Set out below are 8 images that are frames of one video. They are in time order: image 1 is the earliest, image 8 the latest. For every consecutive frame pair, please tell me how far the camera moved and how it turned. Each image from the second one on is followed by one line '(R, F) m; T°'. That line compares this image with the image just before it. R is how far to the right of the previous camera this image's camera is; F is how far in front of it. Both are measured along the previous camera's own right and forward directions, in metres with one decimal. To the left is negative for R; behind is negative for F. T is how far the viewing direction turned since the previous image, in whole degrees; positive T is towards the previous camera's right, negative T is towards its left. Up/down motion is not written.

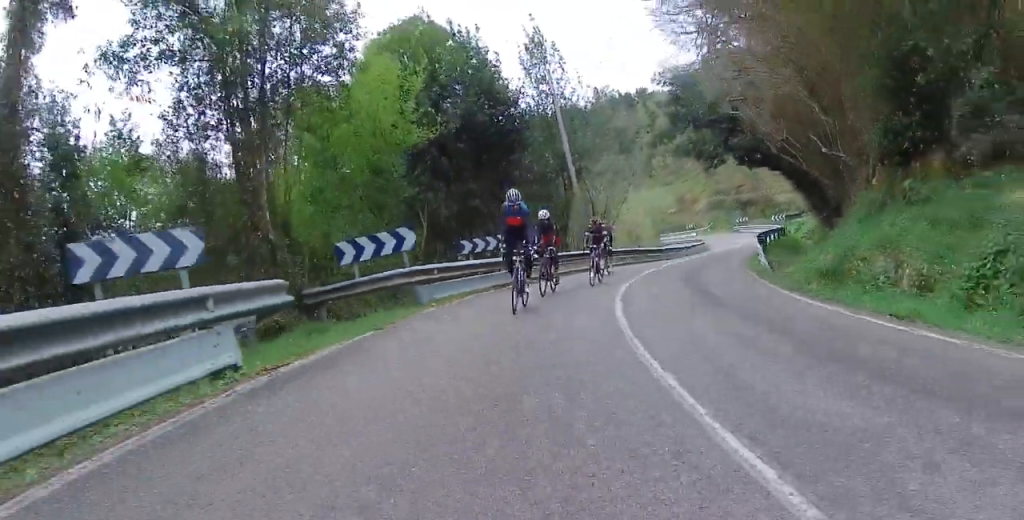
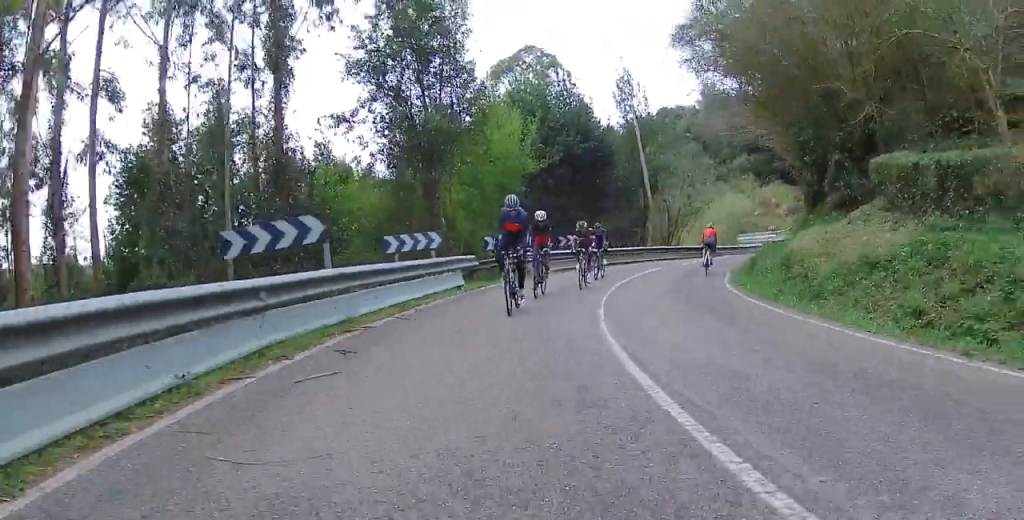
(-1.0, +8.4) m; -14°
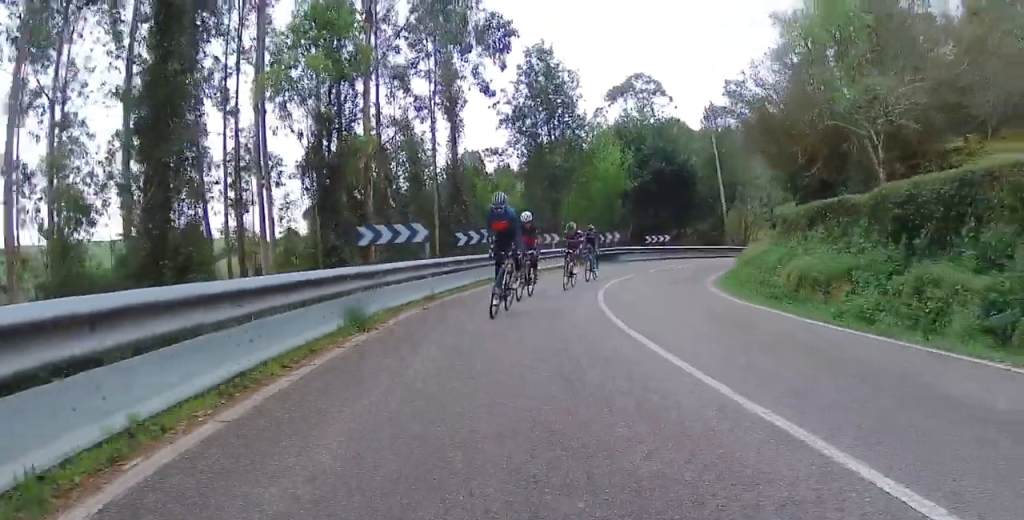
(-1.3, +9.5) m; -13°
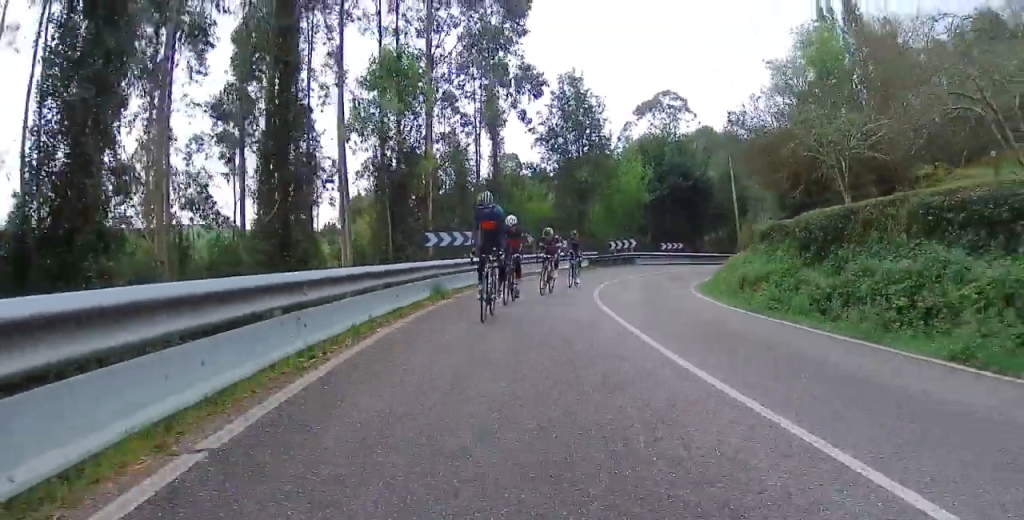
(-0.2, +4.3) m; -3°
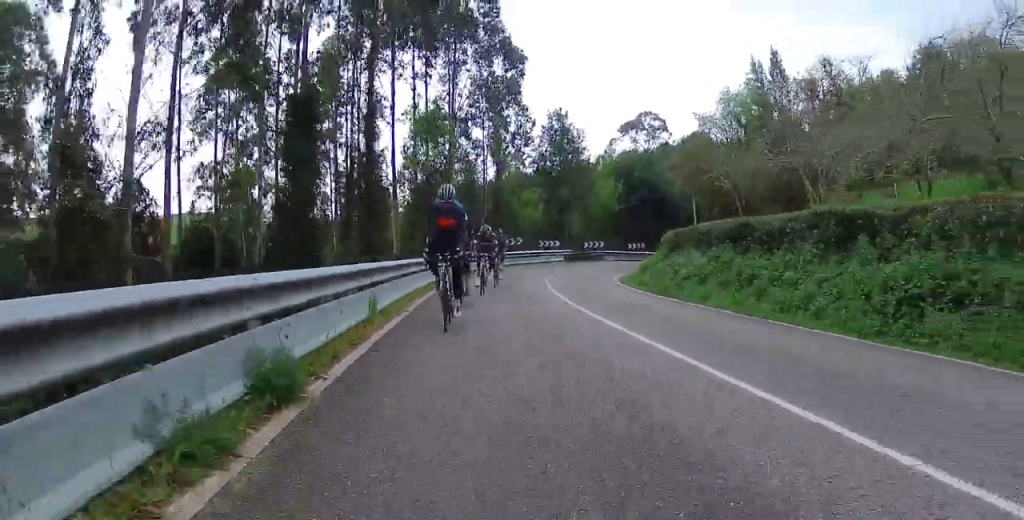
(-0.3, +9.9) m; -3°
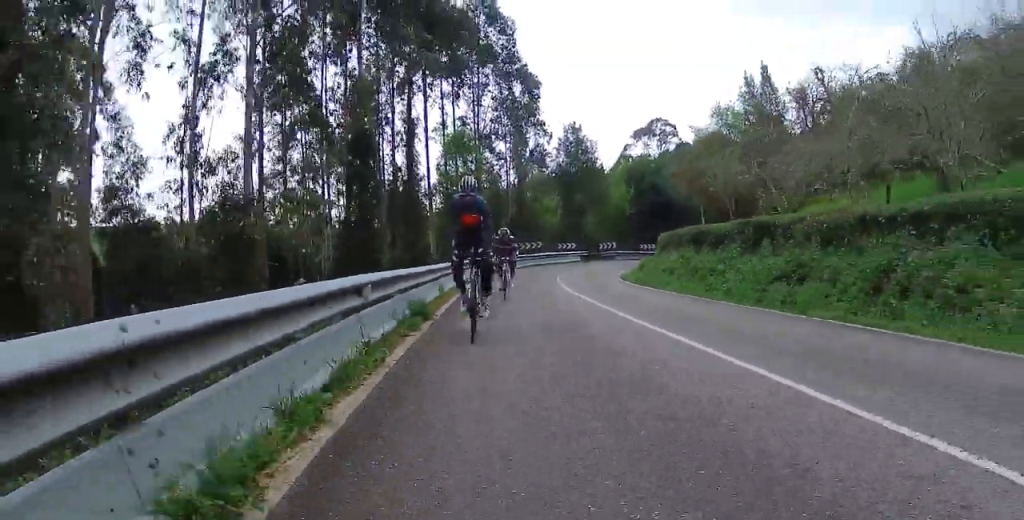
(0.0, +5.4) m; -1°
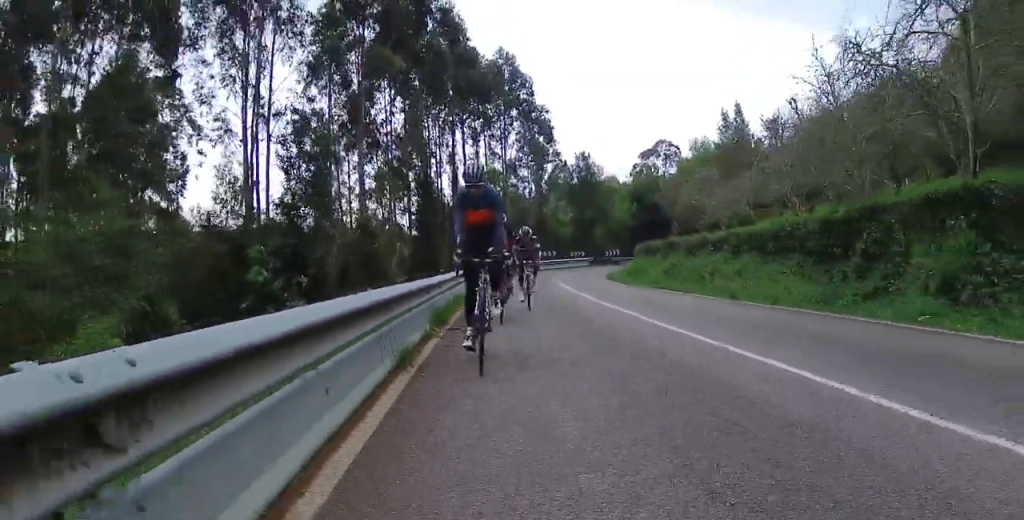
(-0.2, +12.0) m; -3°
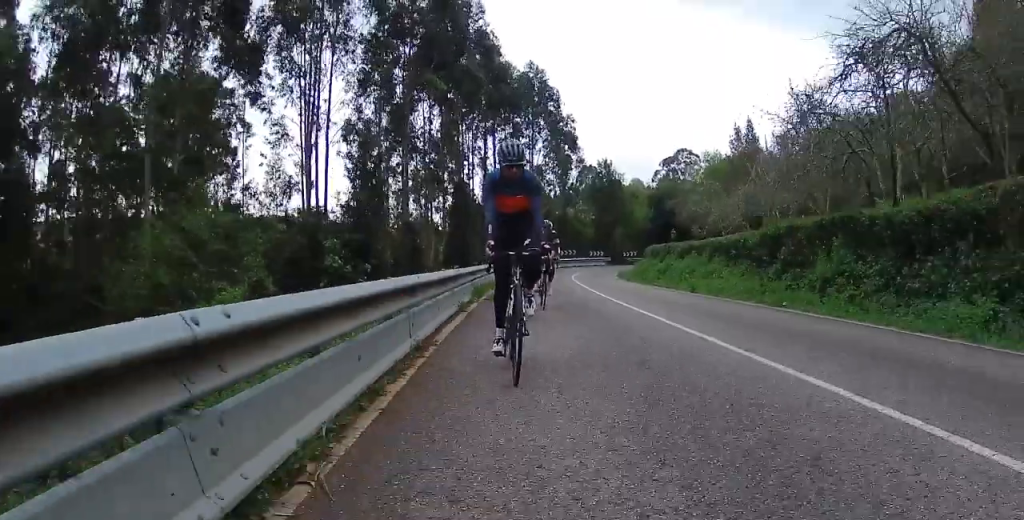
(-0.2, +5.0) m; -1°
